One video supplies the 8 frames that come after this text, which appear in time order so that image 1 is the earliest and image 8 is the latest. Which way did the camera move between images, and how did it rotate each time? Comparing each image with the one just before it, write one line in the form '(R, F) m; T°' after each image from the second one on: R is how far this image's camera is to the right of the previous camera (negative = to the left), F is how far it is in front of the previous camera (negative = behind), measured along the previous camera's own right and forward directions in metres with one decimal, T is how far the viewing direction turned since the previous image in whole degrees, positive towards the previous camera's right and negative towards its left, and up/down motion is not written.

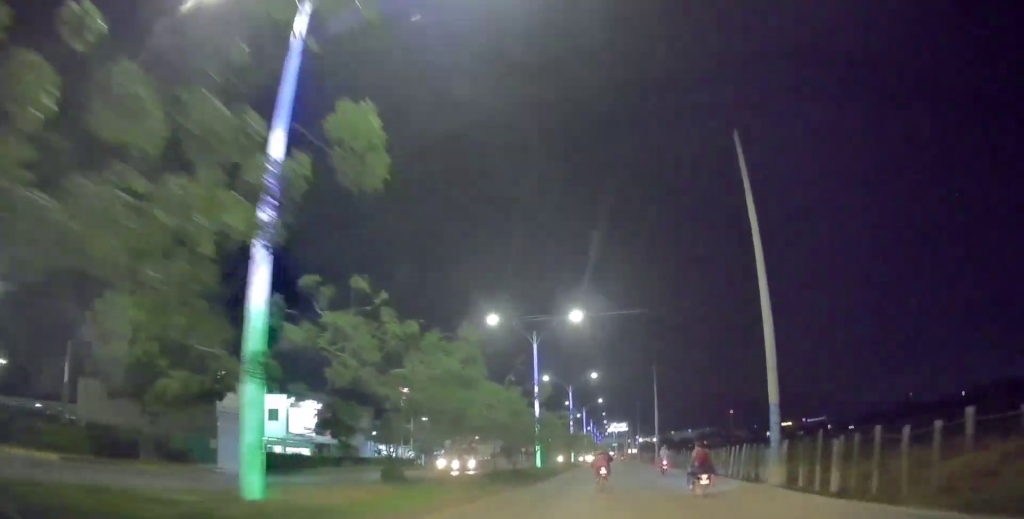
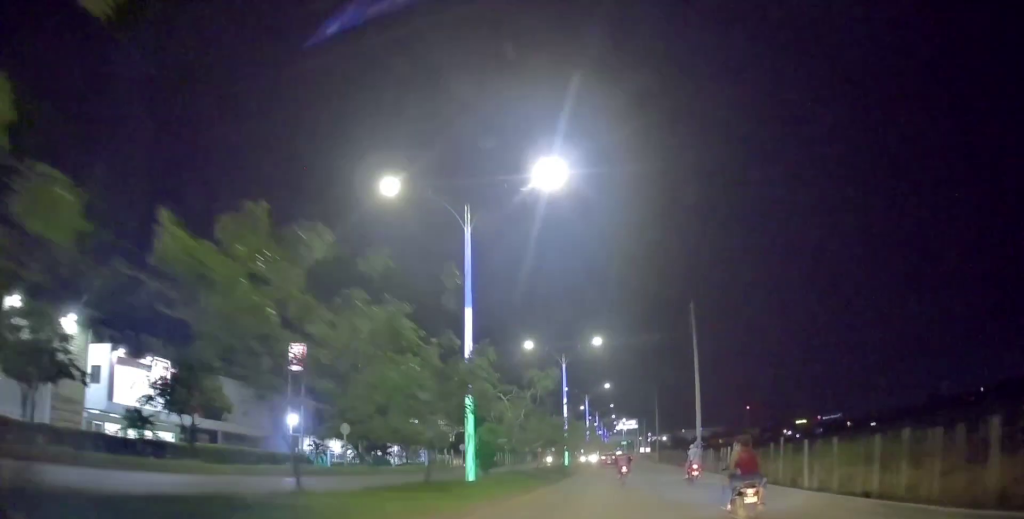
(-0.1, +22.7) m; 0°
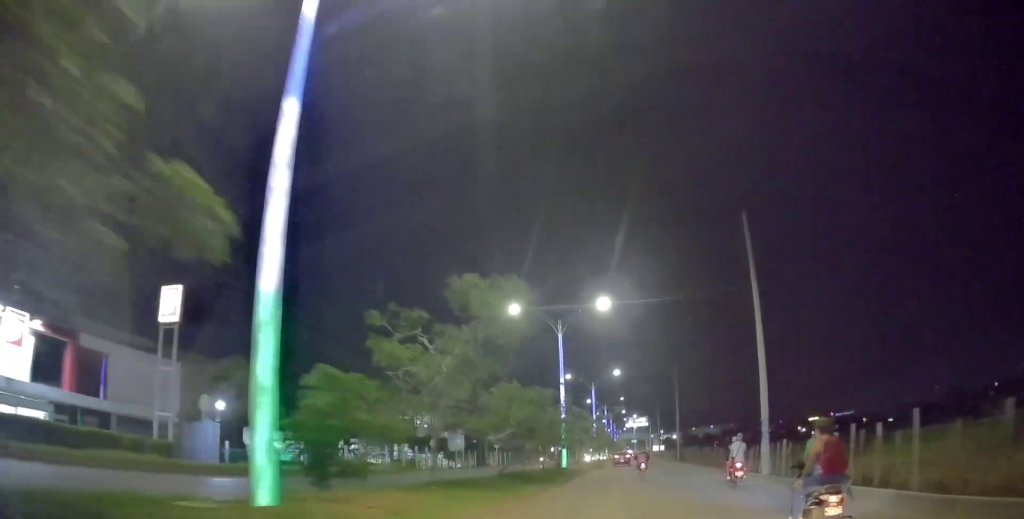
(0.0, +13.1) m; 0°
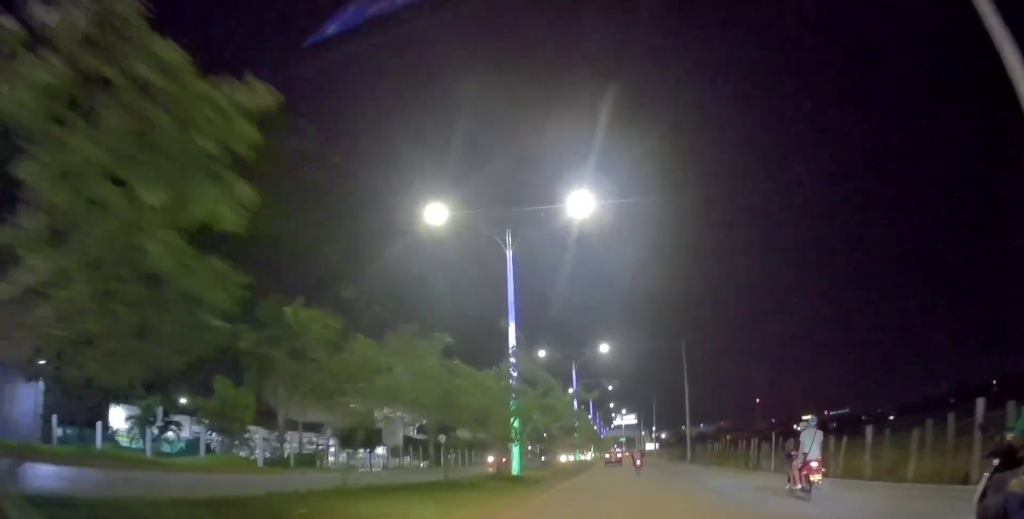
(-0.3, +16.8) m; -2°
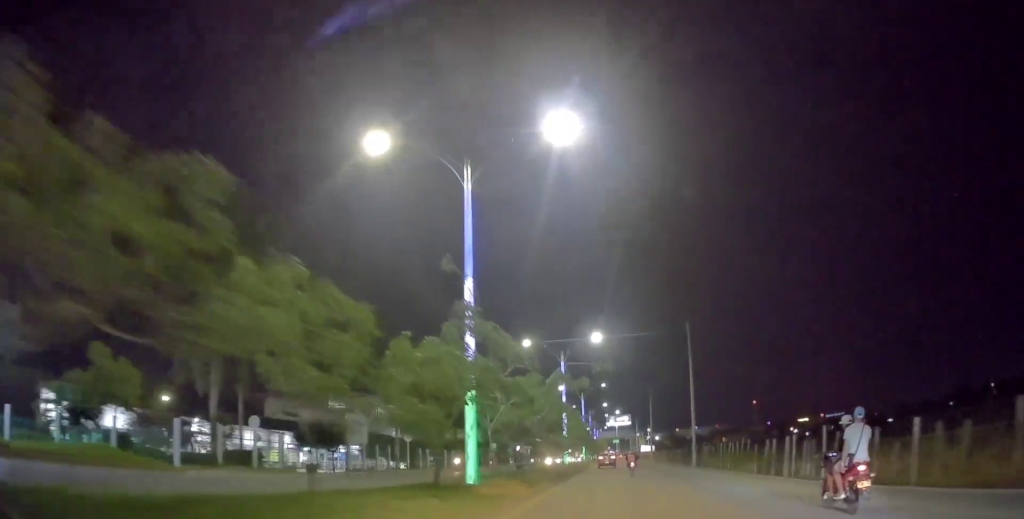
(-0.3, +6.4) m; 0°
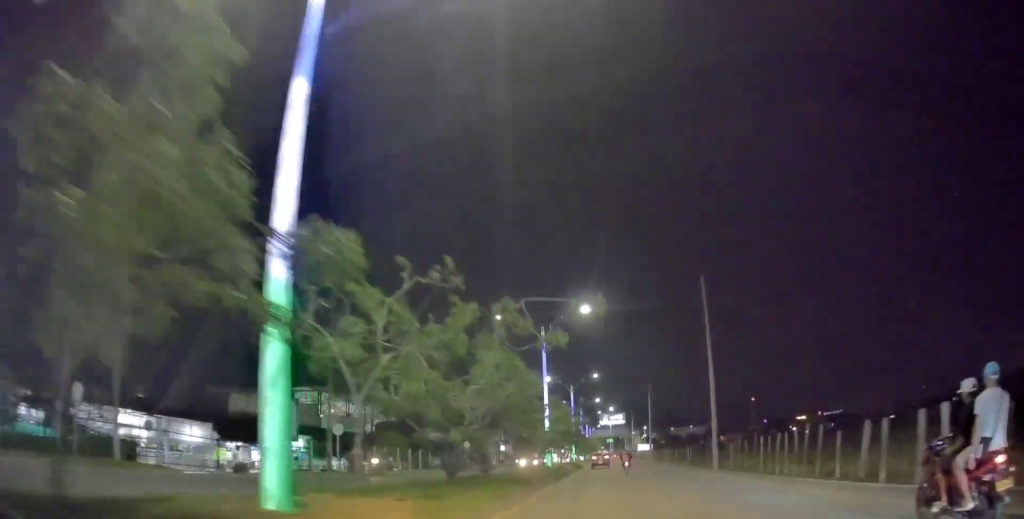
(+0.1, +10.3) m; +2°
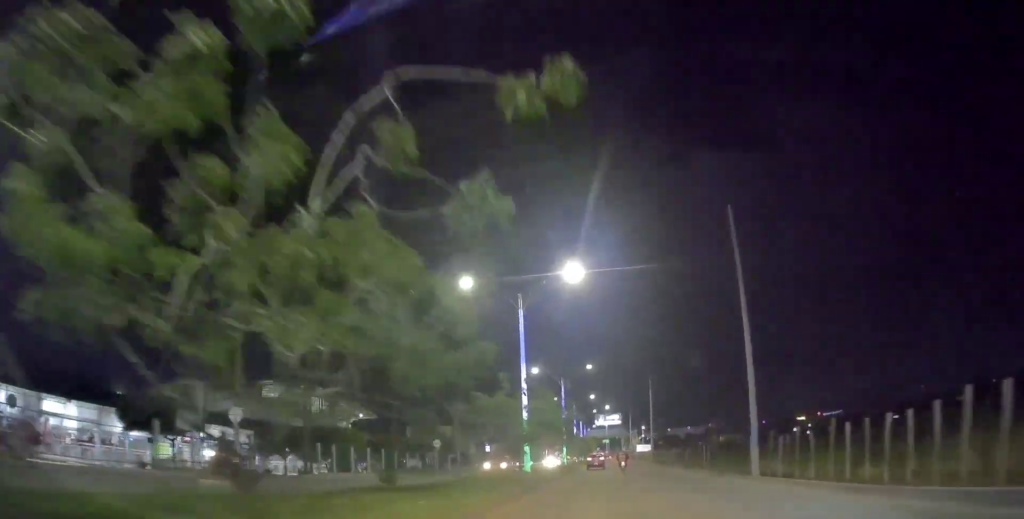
(+0.1, +9.0) m; +2°
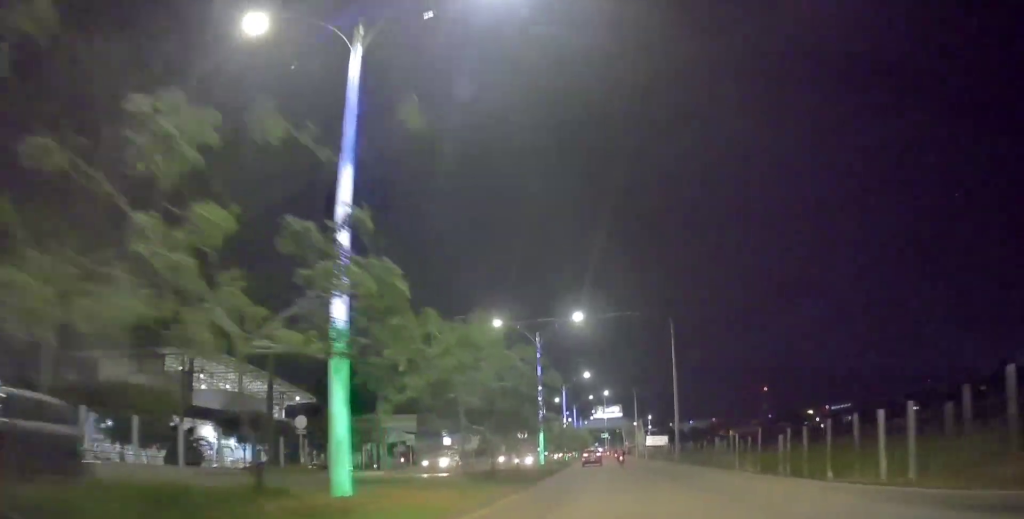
(+0.3, +23.4) m; 0°
